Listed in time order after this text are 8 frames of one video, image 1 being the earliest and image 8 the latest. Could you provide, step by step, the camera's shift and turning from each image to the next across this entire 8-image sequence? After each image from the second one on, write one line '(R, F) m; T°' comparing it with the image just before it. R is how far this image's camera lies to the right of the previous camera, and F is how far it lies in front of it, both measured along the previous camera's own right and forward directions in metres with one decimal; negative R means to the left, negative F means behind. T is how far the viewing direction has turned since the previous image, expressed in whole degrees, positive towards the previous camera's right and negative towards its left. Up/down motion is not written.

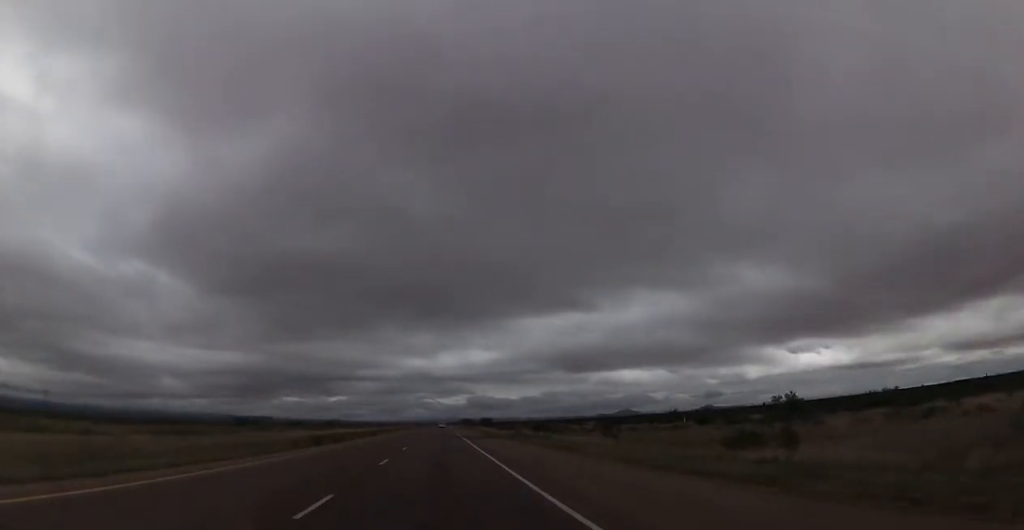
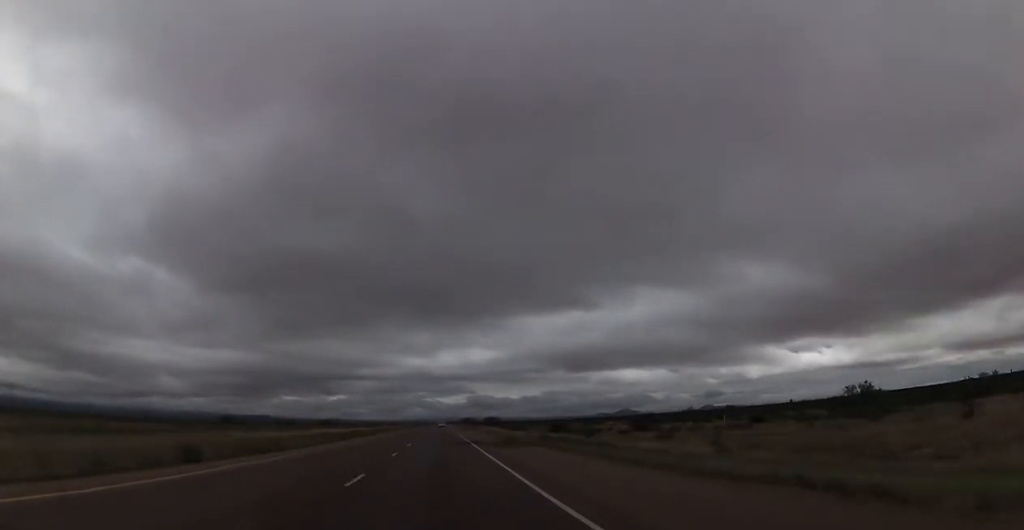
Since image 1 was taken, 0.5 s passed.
(0.0, +19.5) m; 0°
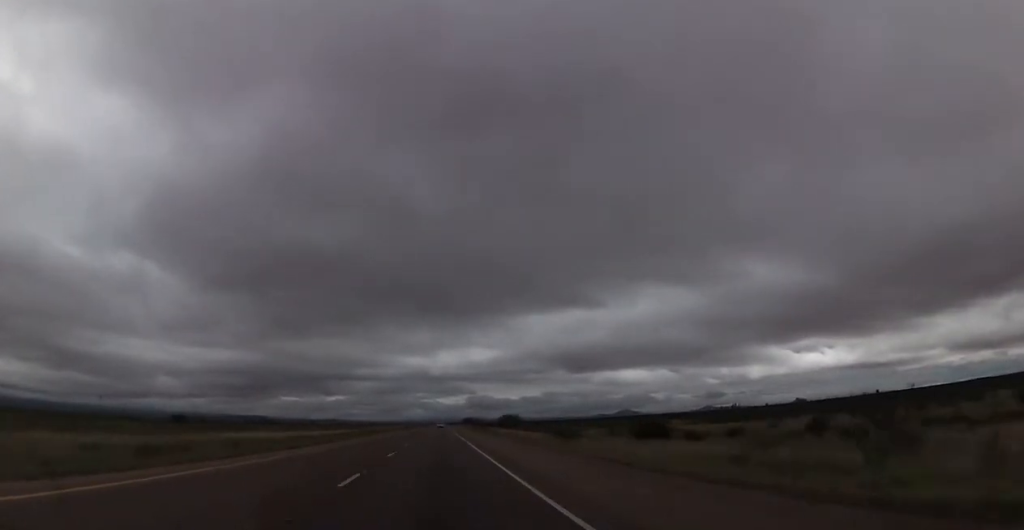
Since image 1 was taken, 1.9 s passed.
(+0.1, +48.9) m; 0°
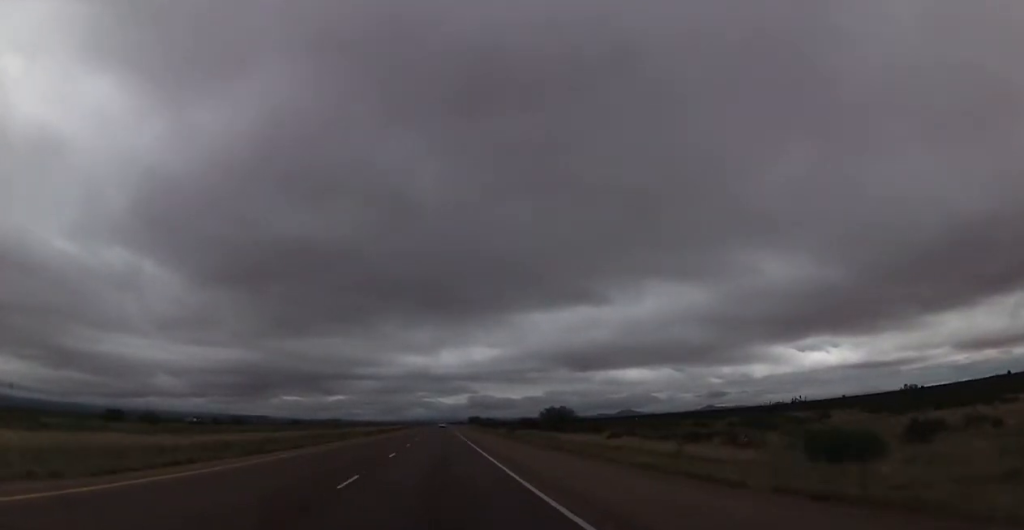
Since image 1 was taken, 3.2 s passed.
(0.0, +48.9) m; -1°
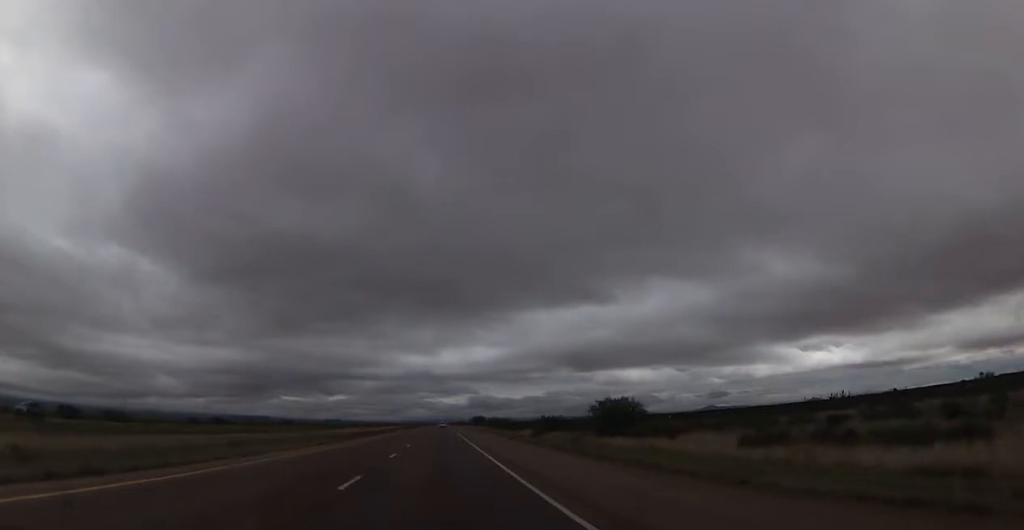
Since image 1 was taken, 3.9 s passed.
(-0.3, +24.5) m; 0°
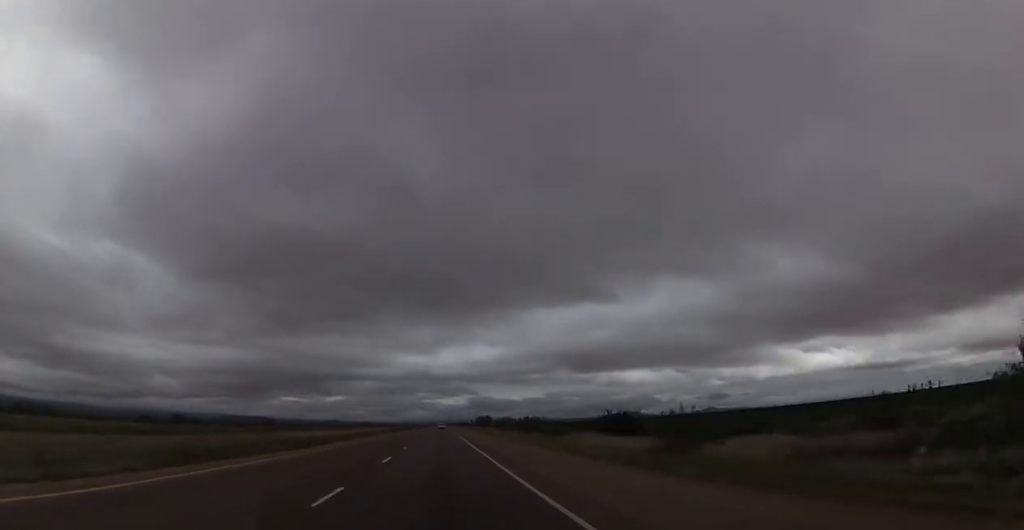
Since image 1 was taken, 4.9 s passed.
(+0.2, +39.1) m; +1°
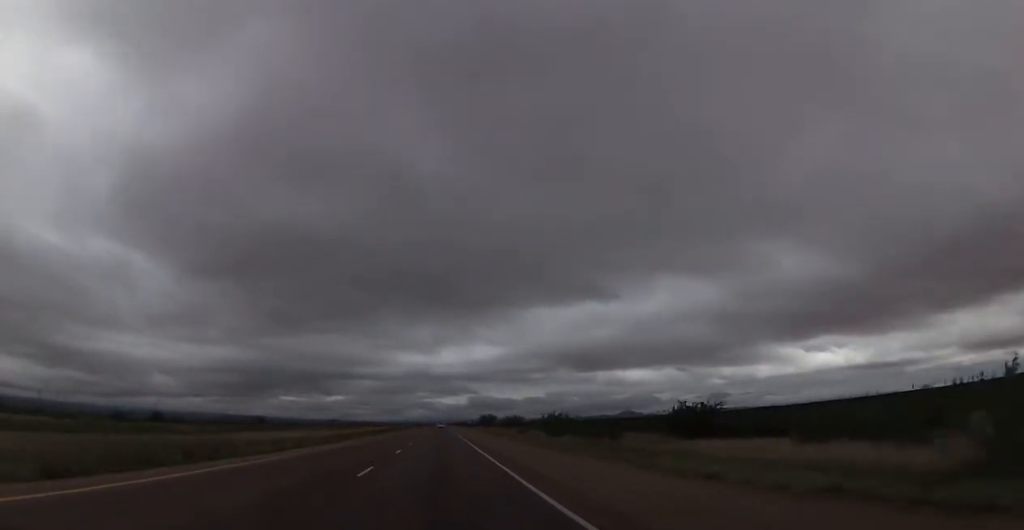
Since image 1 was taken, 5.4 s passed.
(+0.1, +18.3) m; 0°
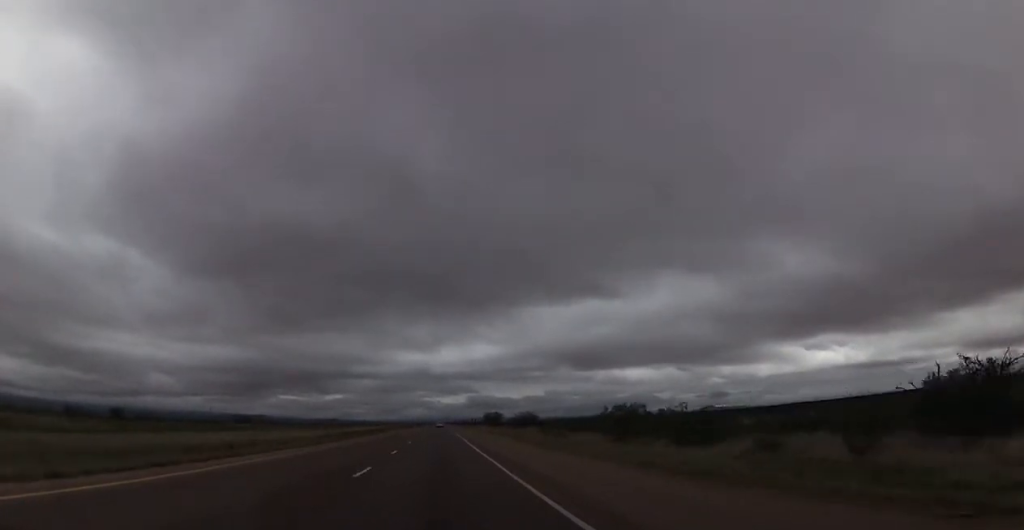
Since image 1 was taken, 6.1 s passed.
(0.0, +24.5) m; 0°
